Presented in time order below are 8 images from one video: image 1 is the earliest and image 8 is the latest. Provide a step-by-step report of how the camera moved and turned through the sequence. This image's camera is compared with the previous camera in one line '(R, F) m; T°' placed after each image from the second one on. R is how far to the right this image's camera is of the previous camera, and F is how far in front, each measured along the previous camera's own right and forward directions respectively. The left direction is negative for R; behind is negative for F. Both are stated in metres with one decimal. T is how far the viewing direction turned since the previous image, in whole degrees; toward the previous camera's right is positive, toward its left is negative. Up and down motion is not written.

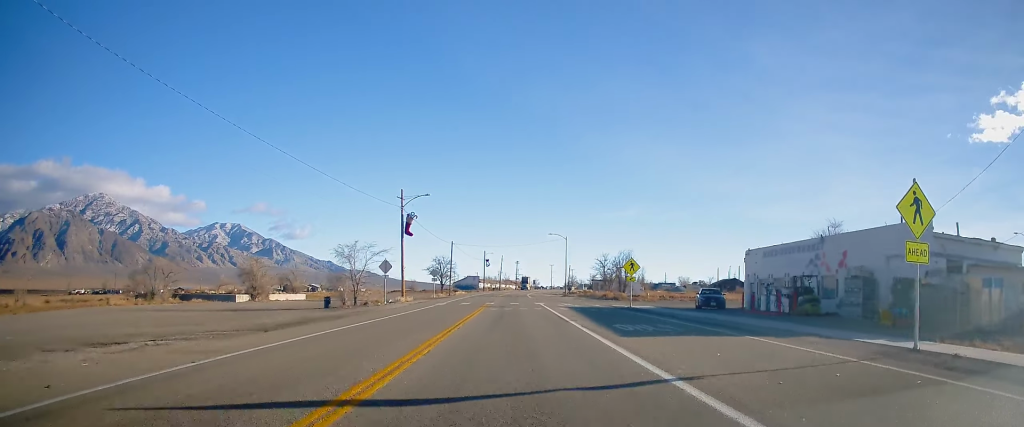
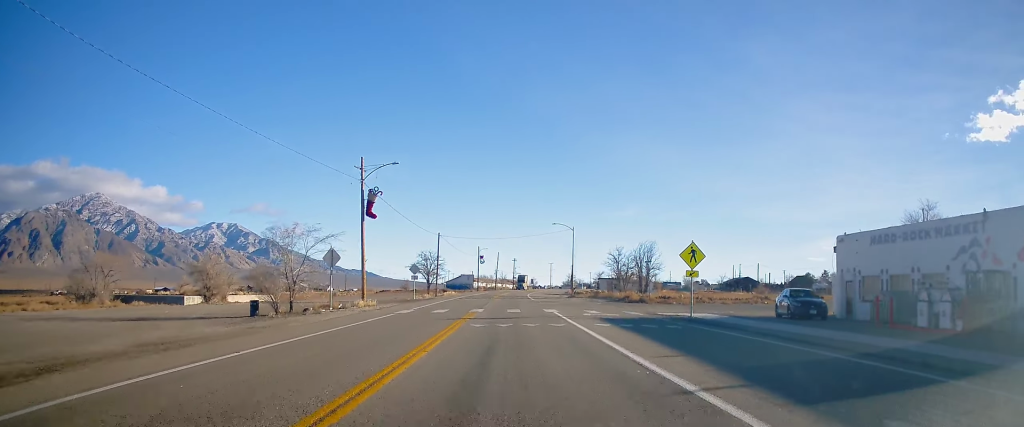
(-0.1, +14.6) m; 0°
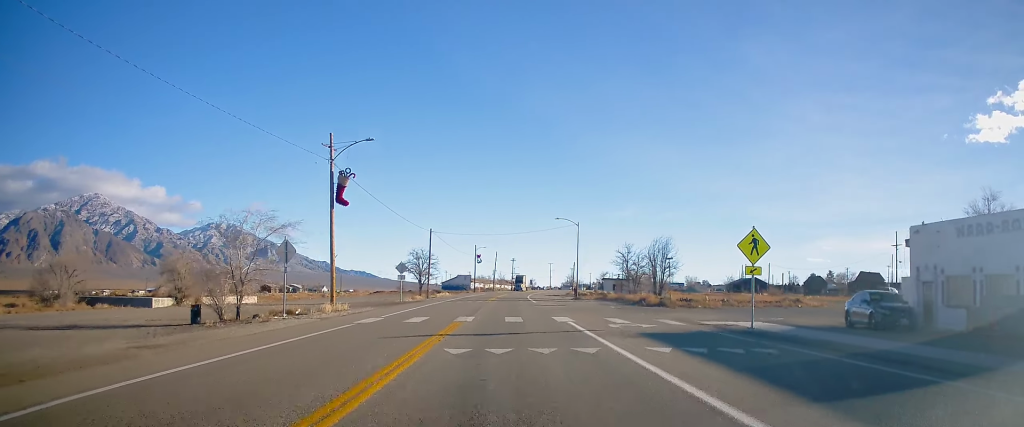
(0.0, +7.3) m; 0°
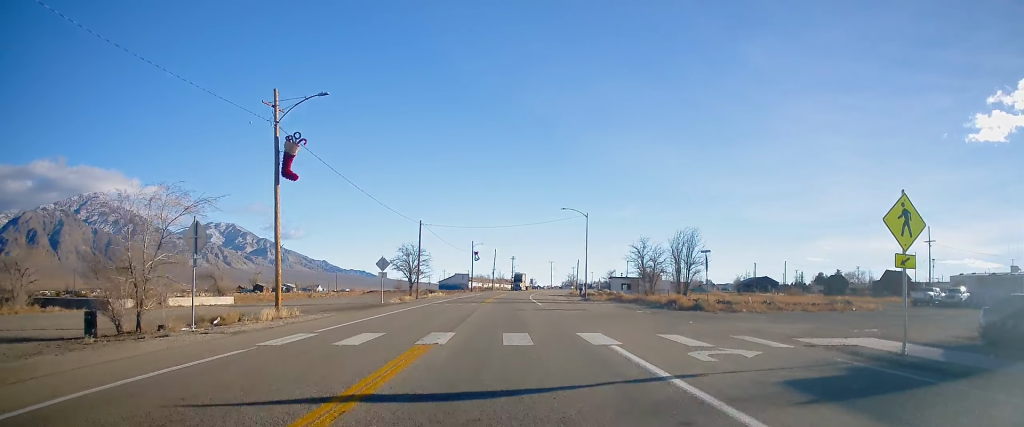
(0.0, +8.7) m; 0°
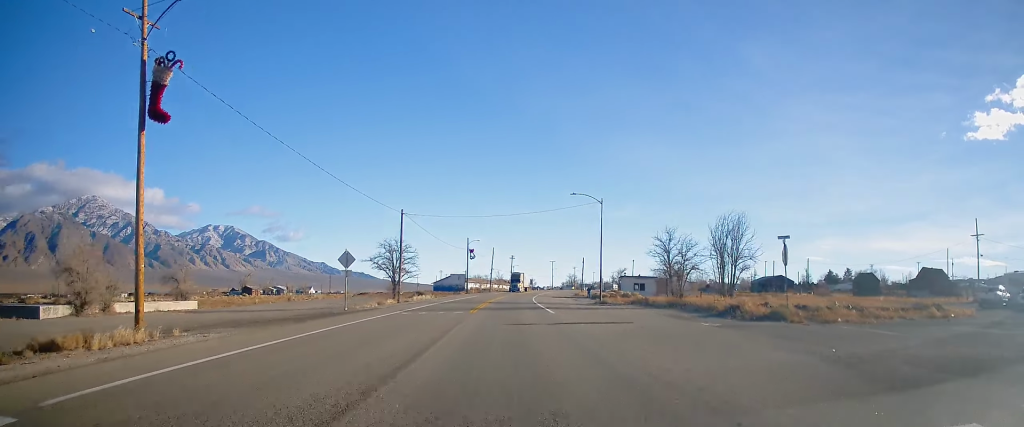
(+0.1, +10.9) m; 0°
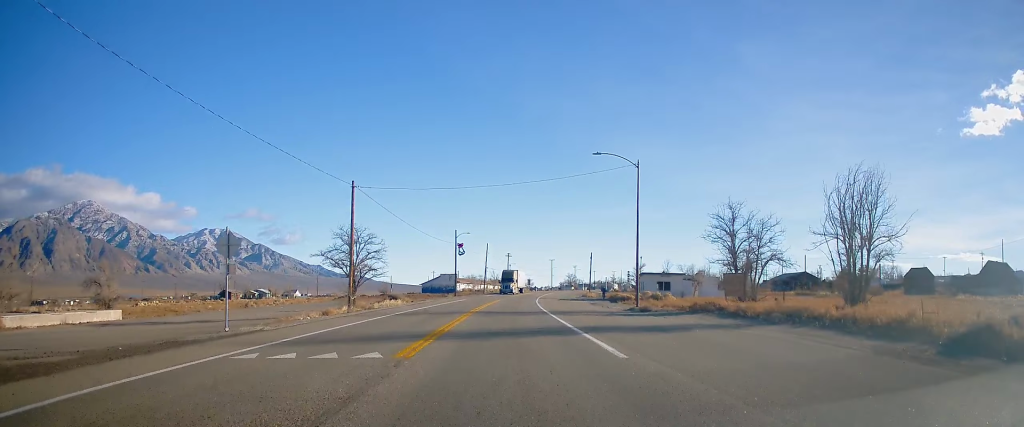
(+0.1, +16.4) m; +1°
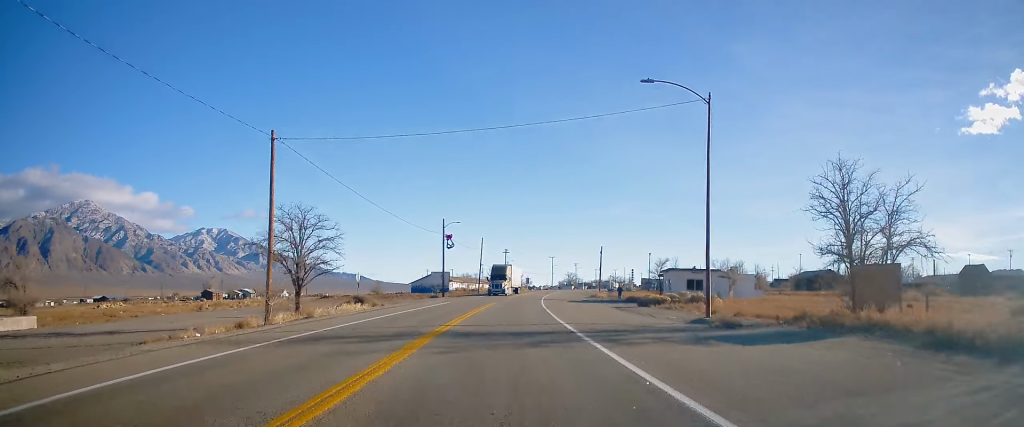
(+0.2, +13.7) m; 0°
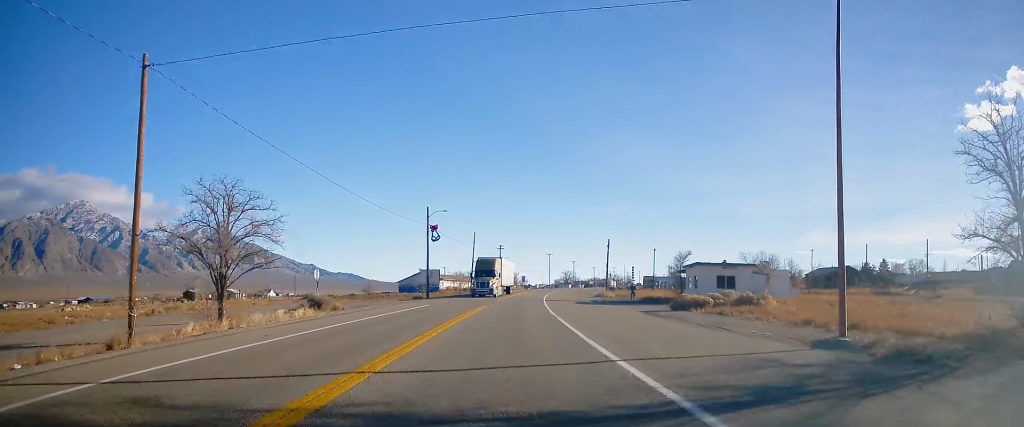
(-0.1, +10.4) m; 0°
